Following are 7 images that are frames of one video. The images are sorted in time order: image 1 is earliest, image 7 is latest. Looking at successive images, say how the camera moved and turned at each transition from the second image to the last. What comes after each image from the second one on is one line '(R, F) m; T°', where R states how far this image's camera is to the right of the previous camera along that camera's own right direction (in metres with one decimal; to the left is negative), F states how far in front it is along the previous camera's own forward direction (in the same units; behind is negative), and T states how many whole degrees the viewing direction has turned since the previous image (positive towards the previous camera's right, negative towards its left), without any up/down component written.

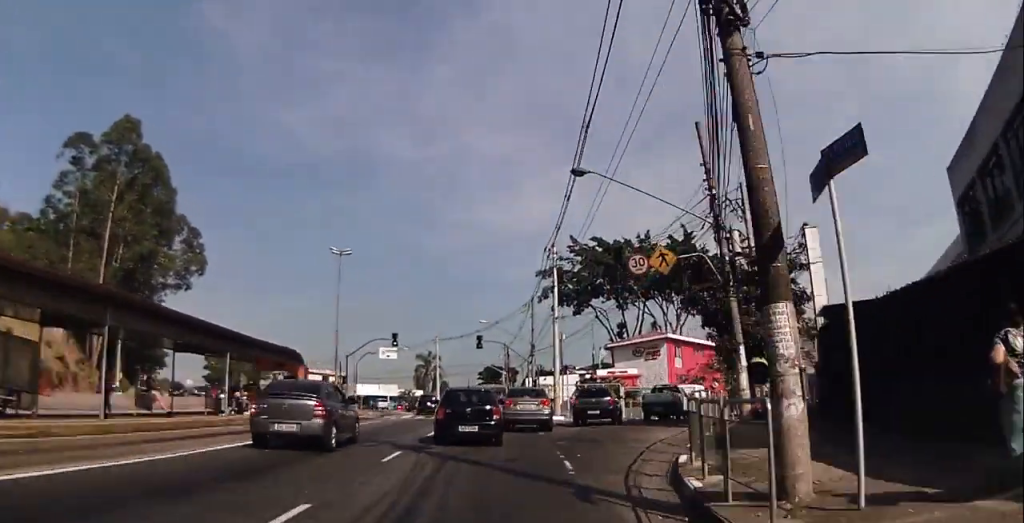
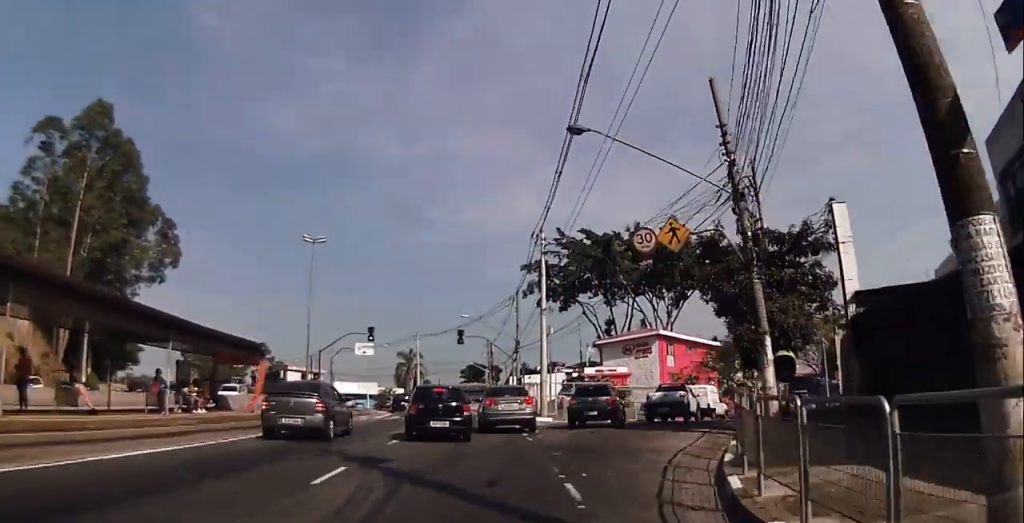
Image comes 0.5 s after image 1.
(-0.1, +3.2) m; +4°
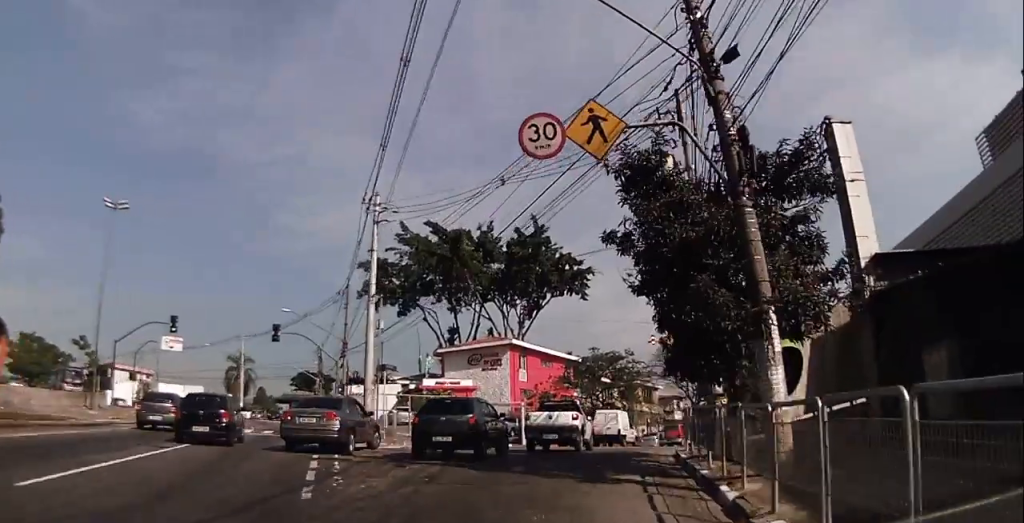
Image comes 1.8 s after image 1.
(+1.0, +7.8) m; +5°
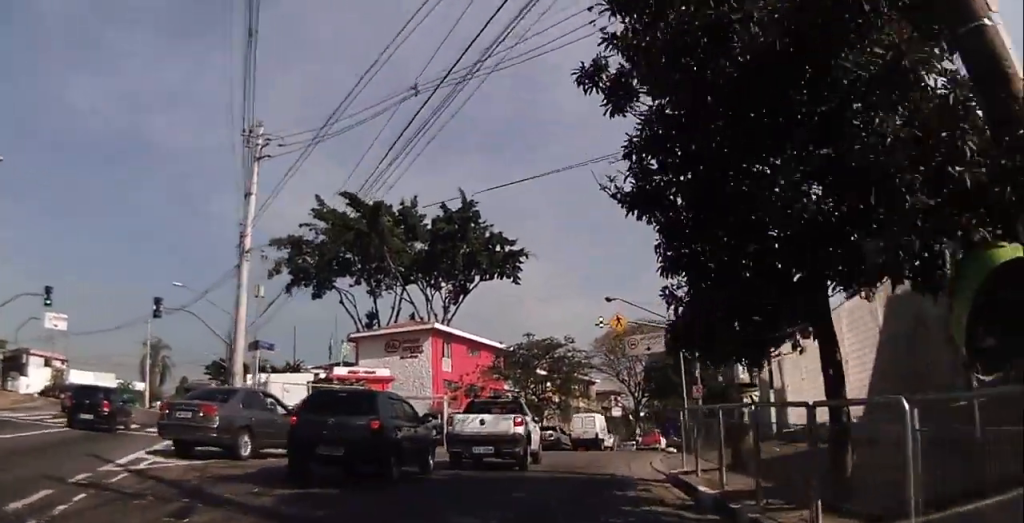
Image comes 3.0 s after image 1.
(-0.4, +5.6) m; +2°
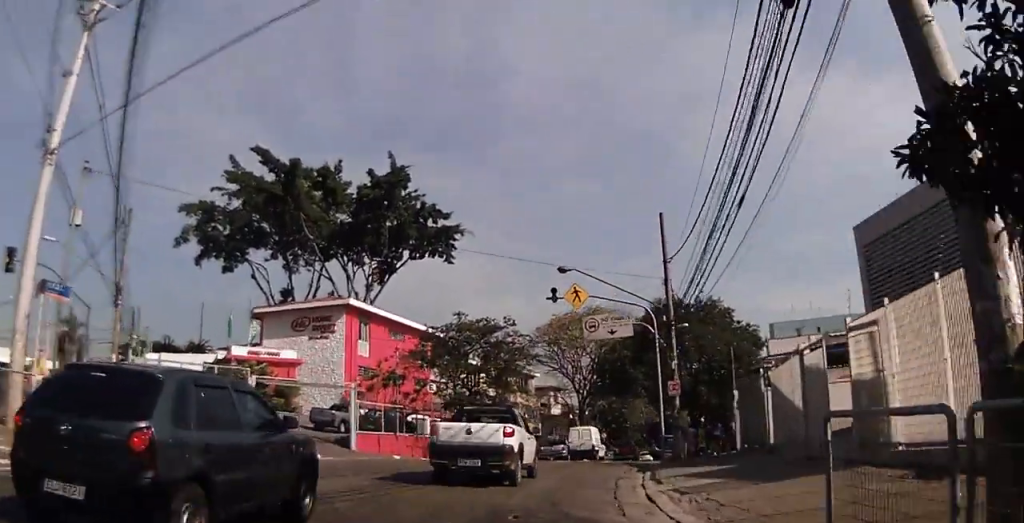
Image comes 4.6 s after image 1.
(+0.7, +7.5) m; +10°
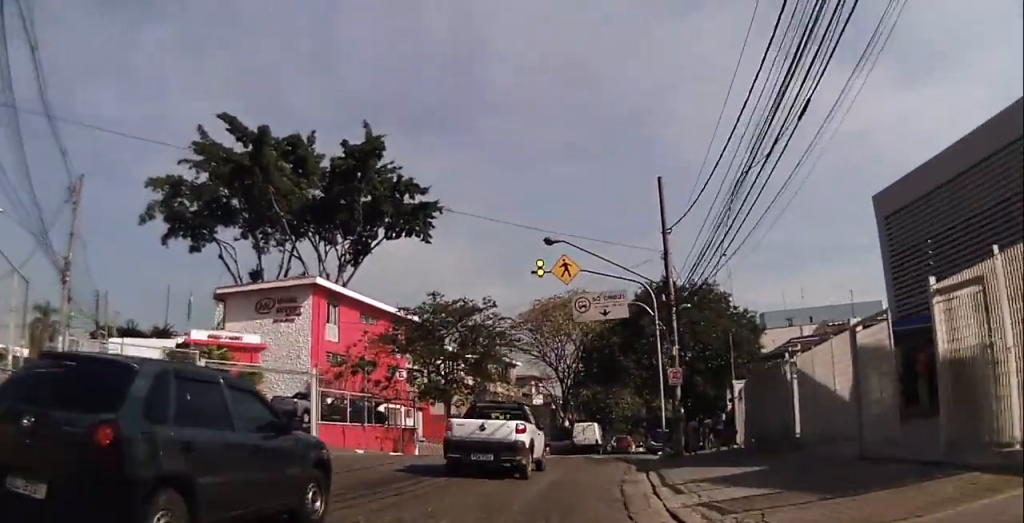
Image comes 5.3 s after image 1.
(+0.2, +3.4) m; +3°
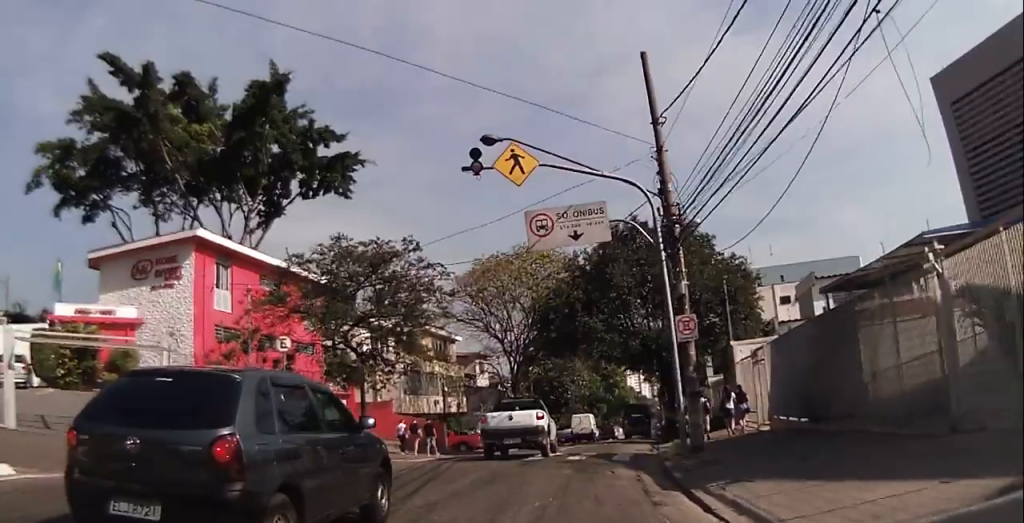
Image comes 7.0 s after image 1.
(+0.3, +9.2) m; +2°
